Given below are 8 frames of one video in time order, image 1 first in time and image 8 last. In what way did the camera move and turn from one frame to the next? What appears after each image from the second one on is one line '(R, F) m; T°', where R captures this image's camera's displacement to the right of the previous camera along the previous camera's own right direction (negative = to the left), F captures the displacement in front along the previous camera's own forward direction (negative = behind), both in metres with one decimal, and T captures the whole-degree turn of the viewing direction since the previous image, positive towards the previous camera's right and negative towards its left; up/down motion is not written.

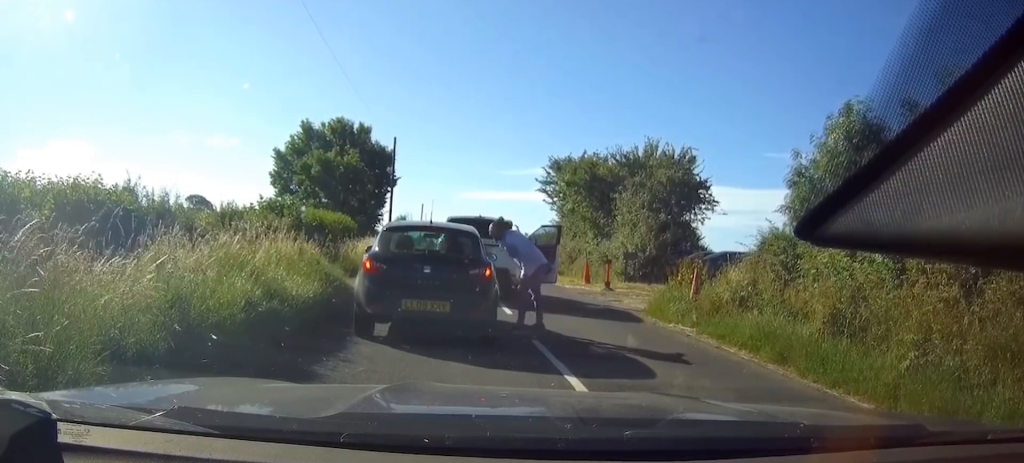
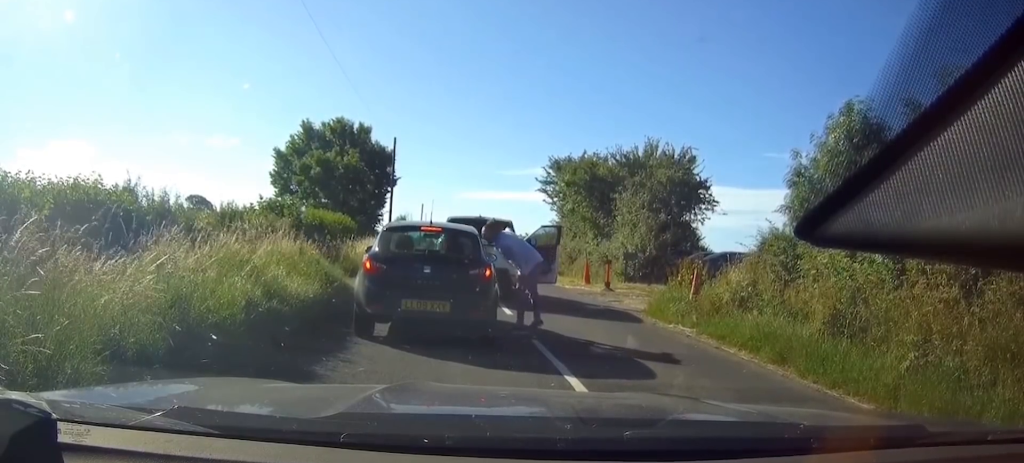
(0.0, 0.0) m; 0°
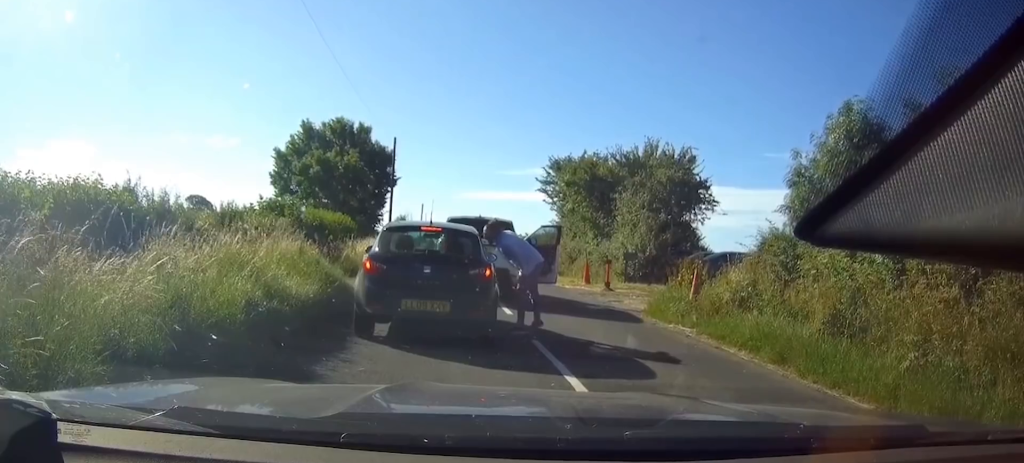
(0.0, 0.0) m; 0°
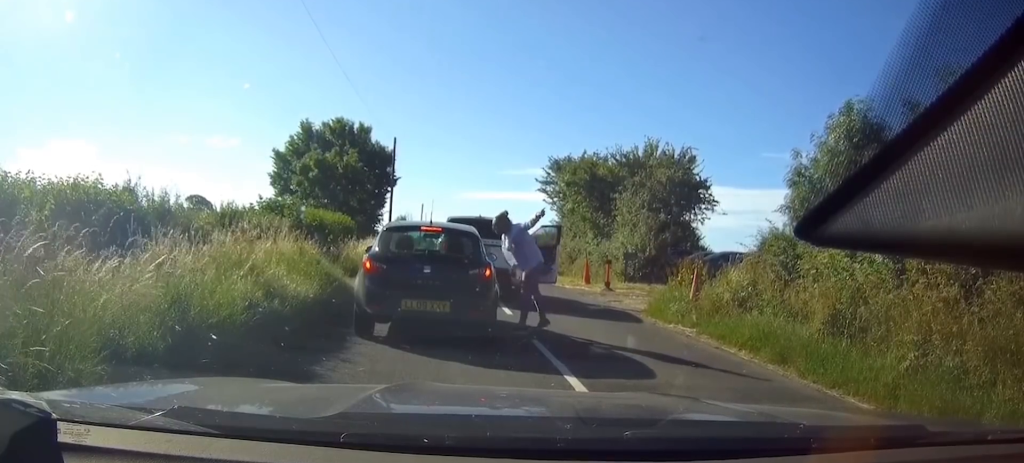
(0.0, 0.0) m; 0°
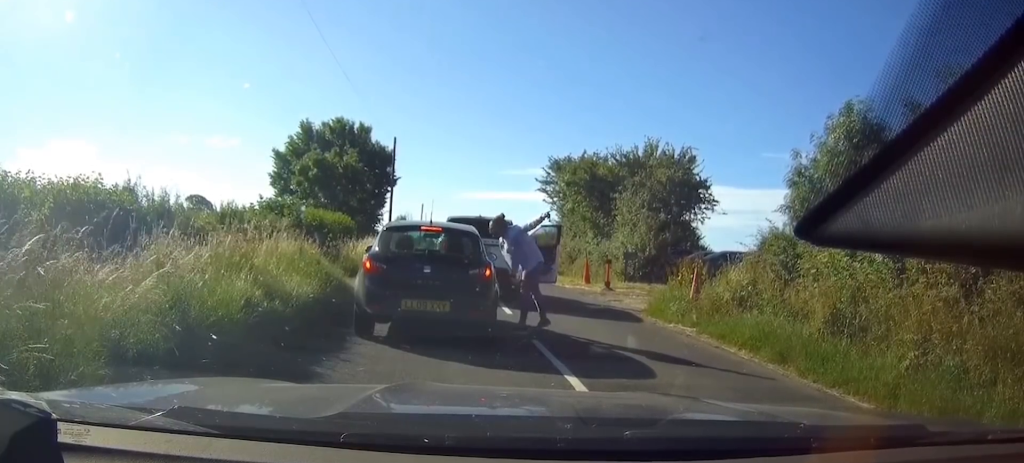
(0.0, 0.0) m; 0°
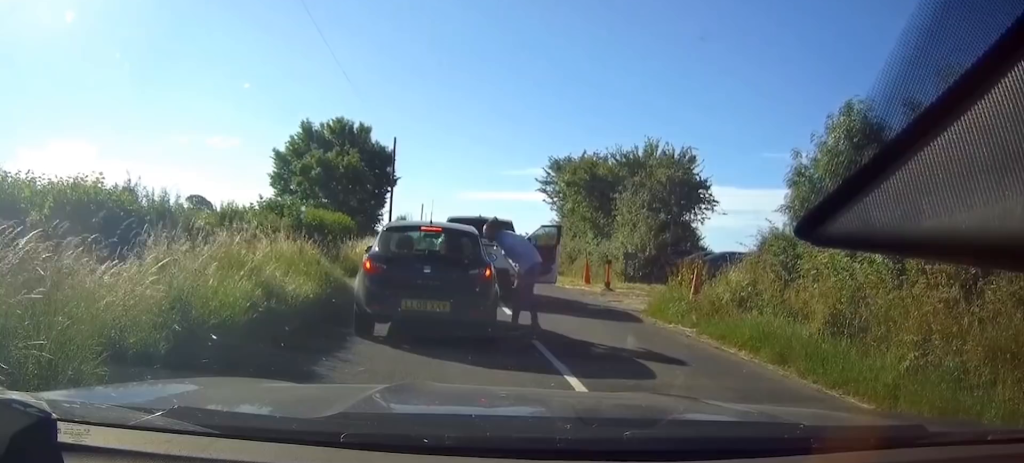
(0.0, 0.0) m; 0°
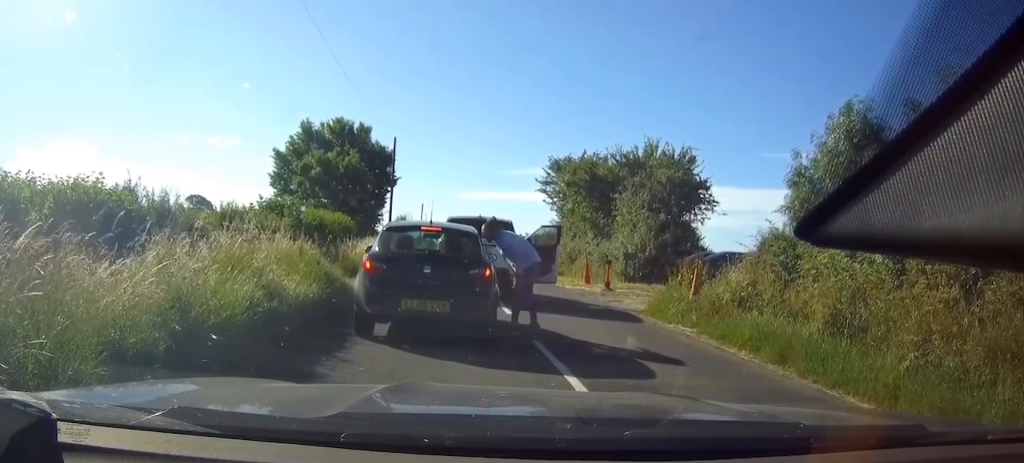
(0.0, 0.0) m; 0°
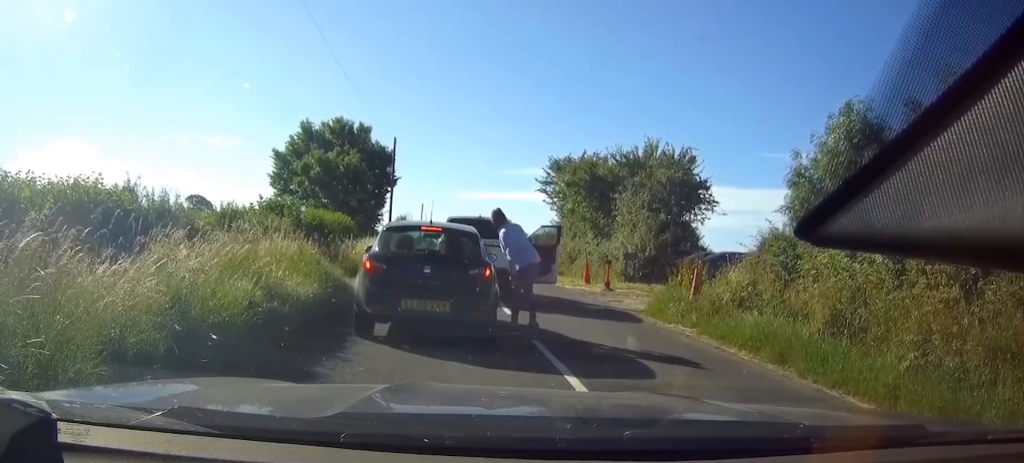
(0.0, 0.0) m; 0°
